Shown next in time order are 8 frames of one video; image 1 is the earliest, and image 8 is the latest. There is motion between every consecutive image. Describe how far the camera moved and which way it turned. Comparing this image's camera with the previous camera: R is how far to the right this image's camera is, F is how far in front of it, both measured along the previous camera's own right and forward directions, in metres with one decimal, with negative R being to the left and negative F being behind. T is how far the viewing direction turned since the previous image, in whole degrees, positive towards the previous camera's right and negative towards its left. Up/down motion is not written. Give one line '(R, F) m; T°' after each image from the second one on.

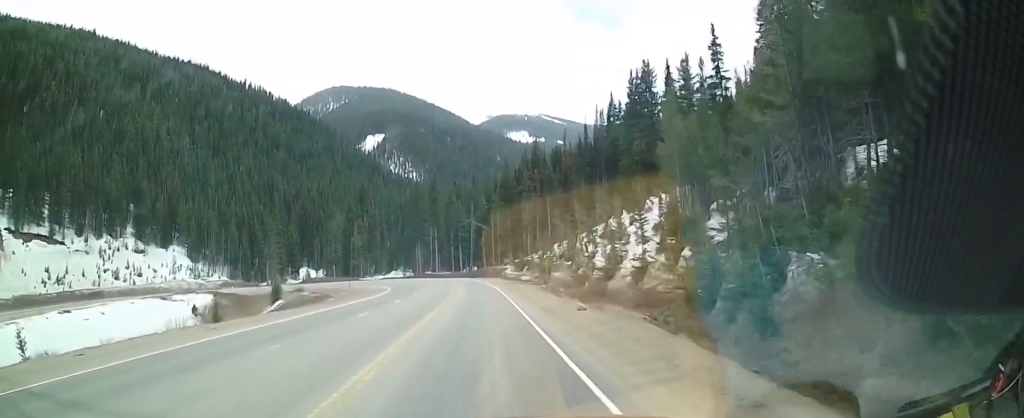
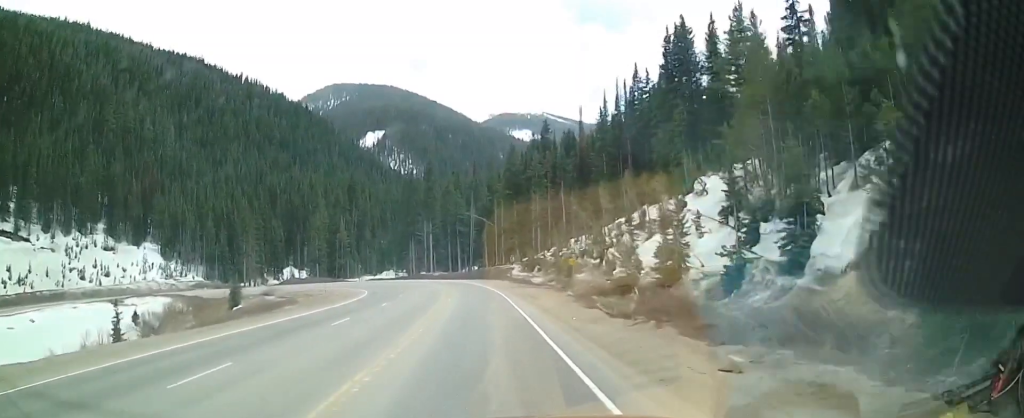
(-0.3, +16.4) m; -2°
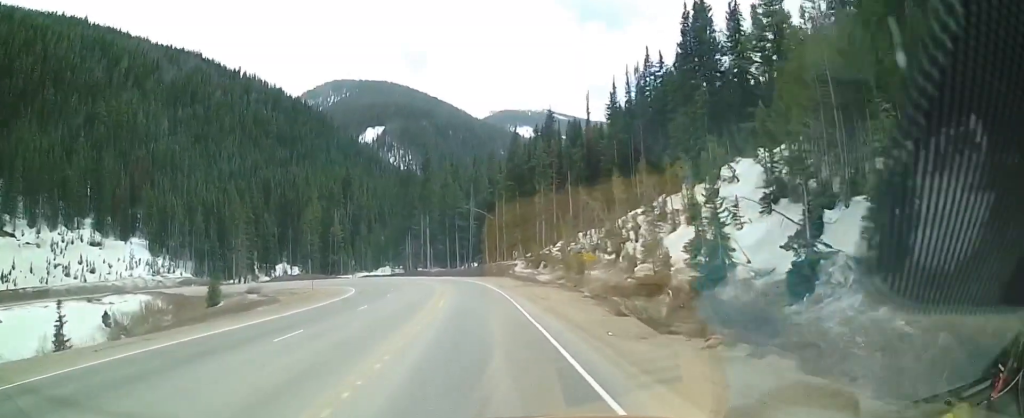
(-0.2, +6.4) m; 0°
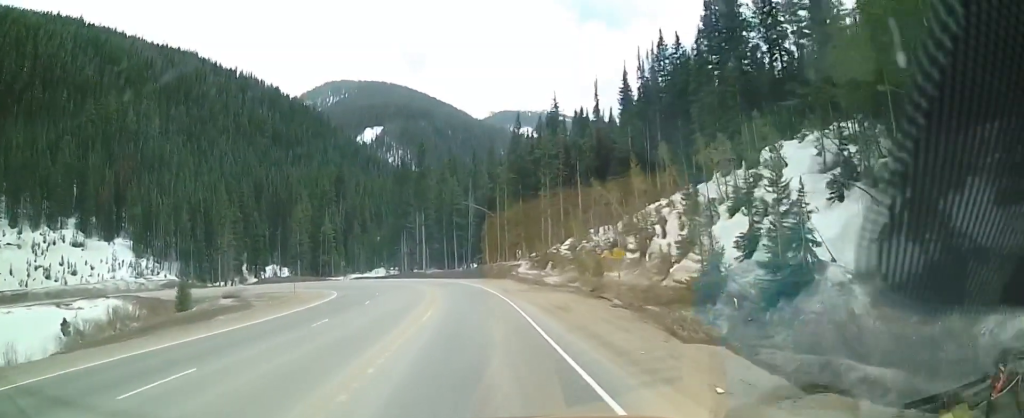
(0.0, +7.6) m; 0°
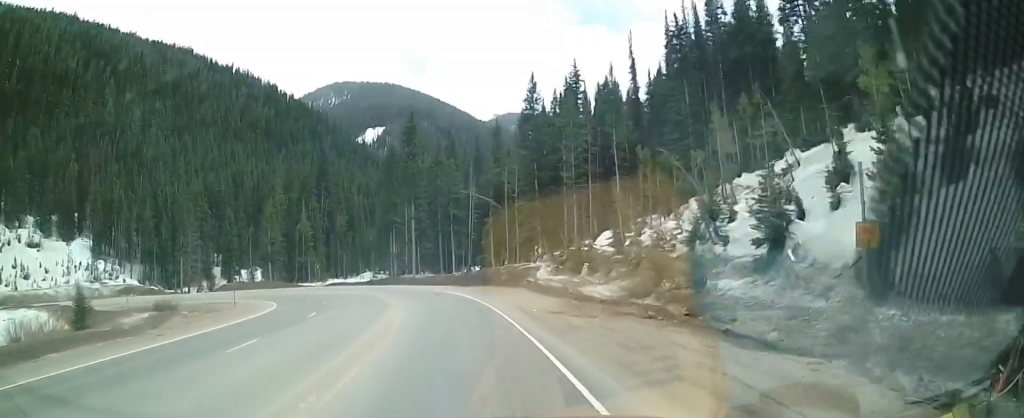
(+0.3, +18.7) m; 0°
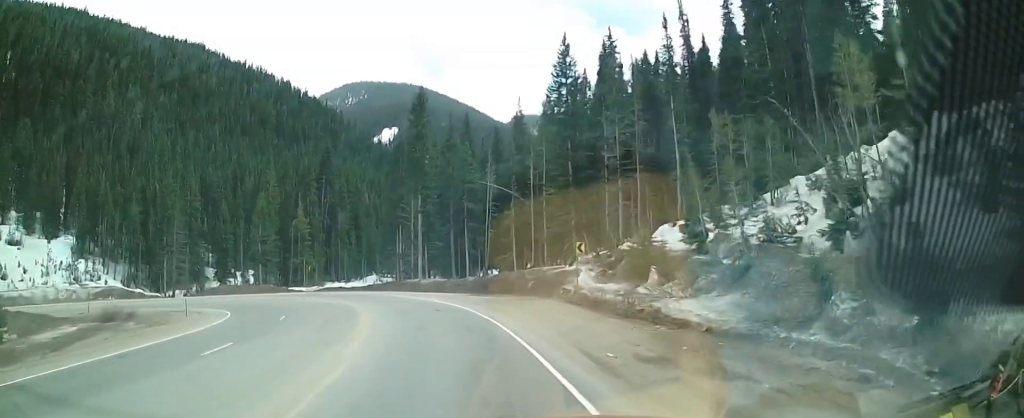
(-0.1, +12.1) m; -2°
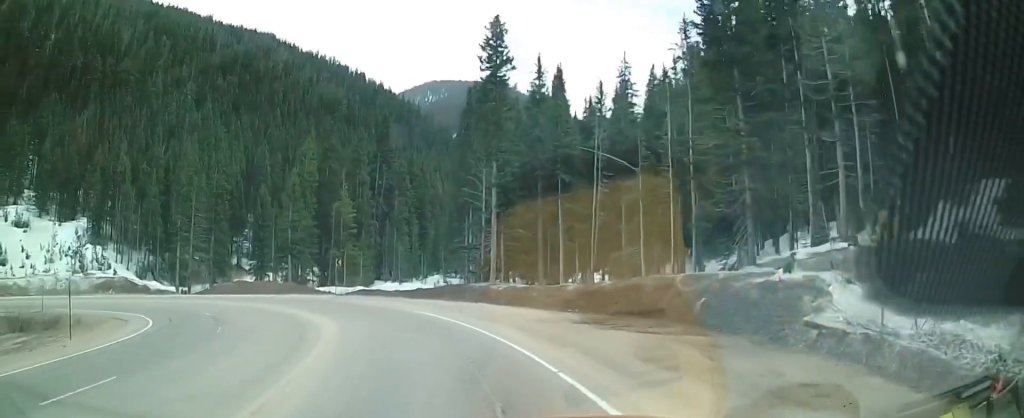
(-1.3, +20.6) m; -10°
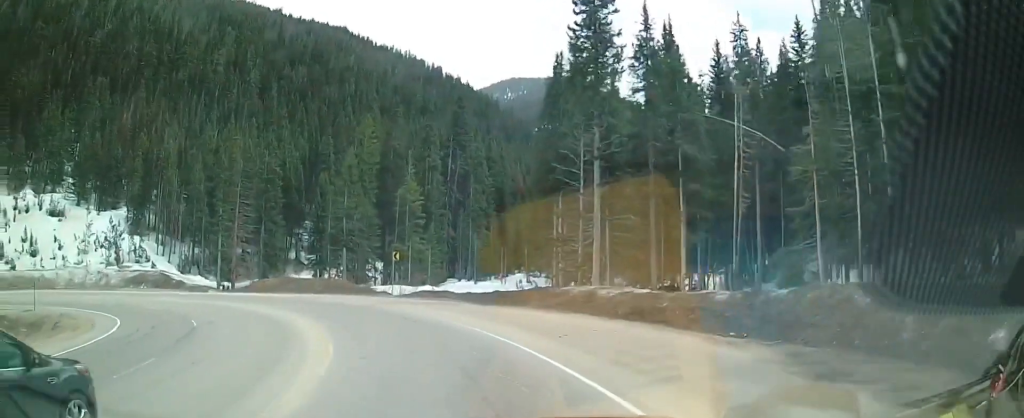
(-0.7, +11.0) m; -8°
